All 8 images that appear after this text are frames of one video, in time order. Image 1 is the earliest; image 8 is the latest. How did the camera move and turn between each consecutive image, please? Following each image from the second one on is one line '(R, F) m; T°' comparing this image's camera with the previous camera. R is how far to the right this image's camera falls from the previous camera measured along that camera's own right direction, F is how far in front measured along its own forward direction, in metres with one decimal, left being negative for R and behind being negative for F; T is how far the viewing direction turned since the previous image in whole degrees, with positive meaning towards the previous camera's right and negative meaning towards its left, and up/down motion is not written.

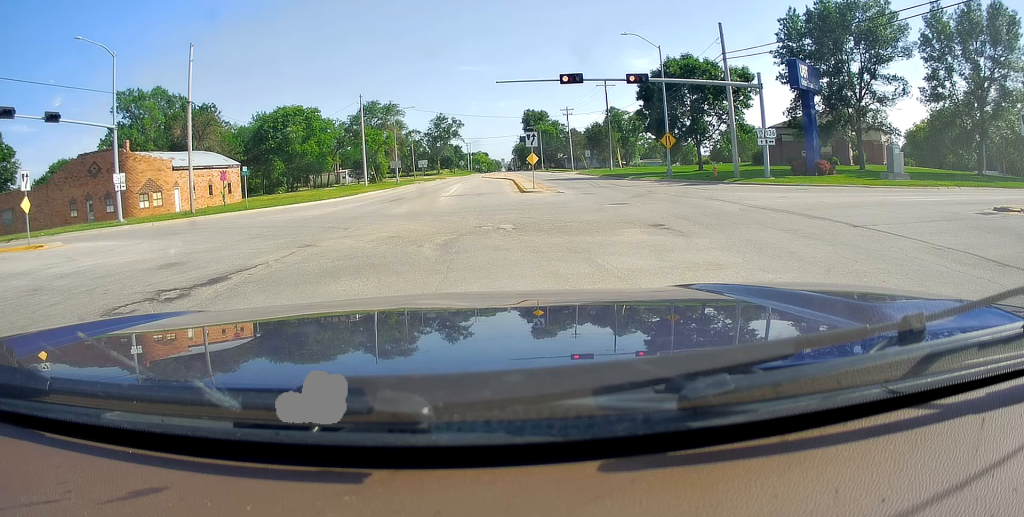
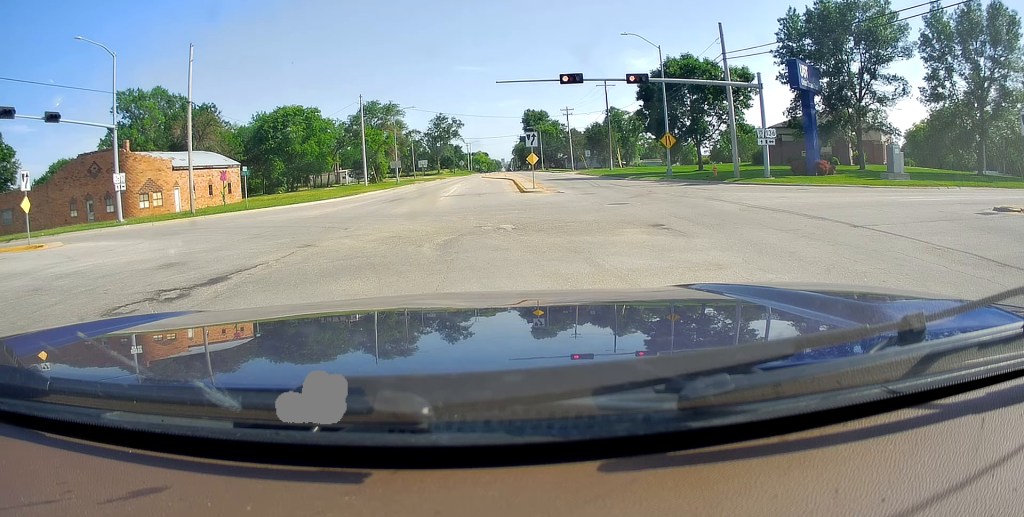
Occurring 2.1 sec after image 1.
(0.0, 0.0) m; 0°
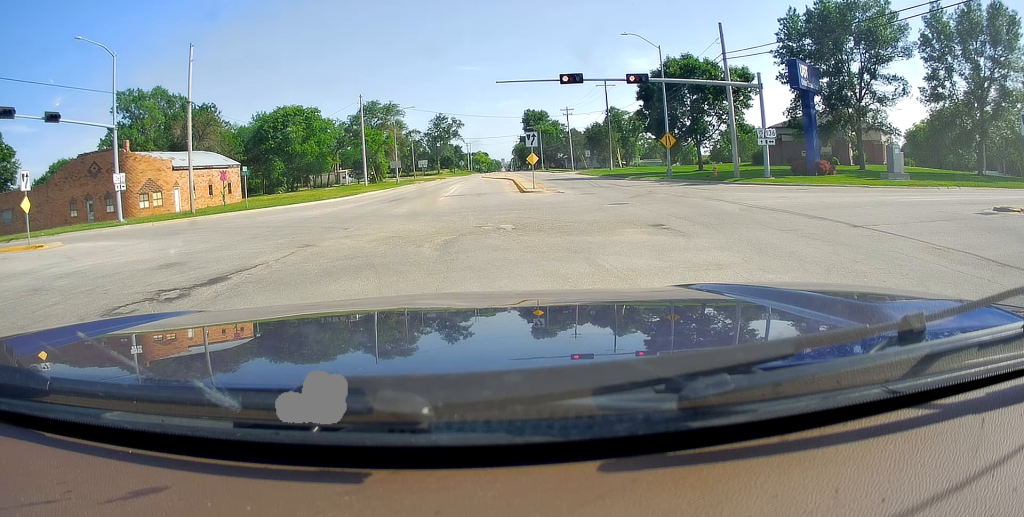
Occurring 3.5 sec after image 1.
(0.0, 0.0) m; 0°
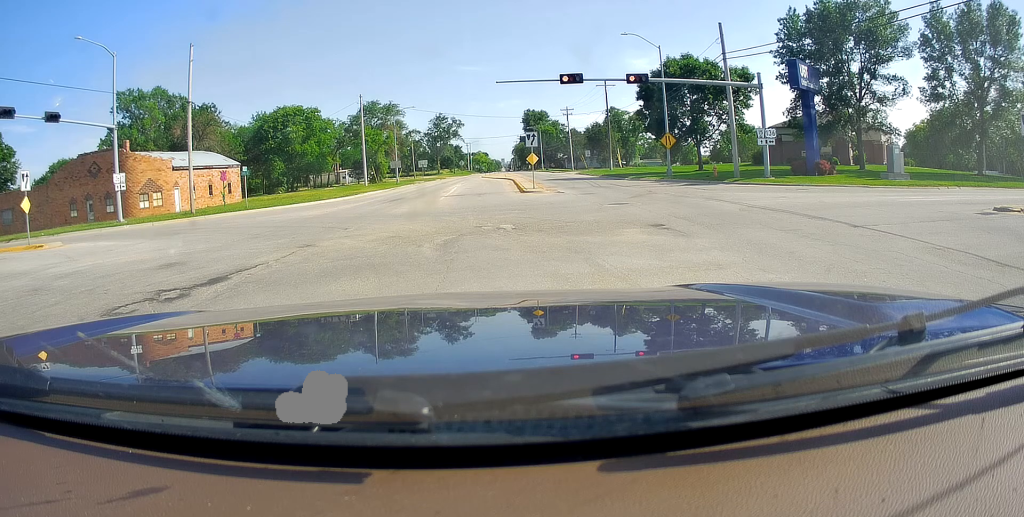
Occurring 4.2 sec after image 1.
(0.0, 0.0) m; 0°
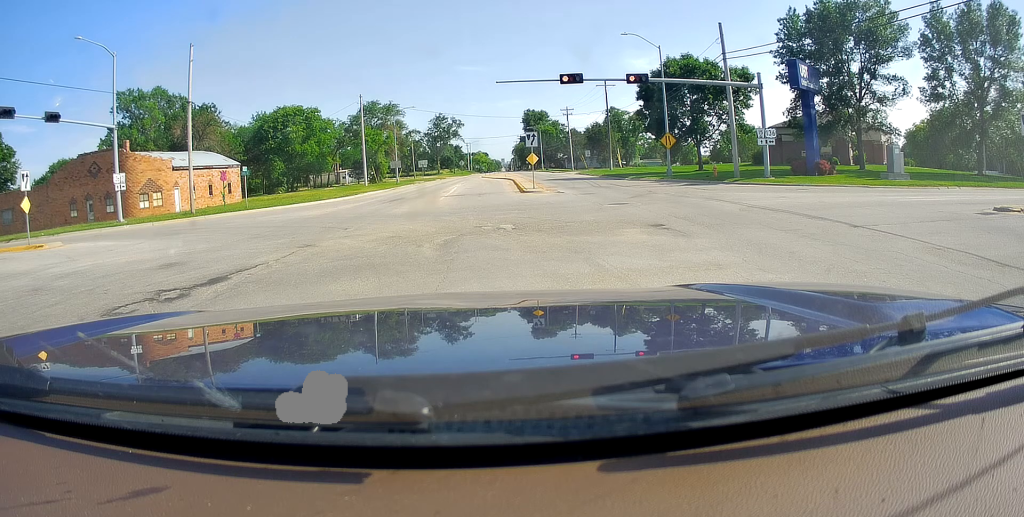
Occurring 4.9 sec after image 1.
(0.0, 0.0) m; 0°
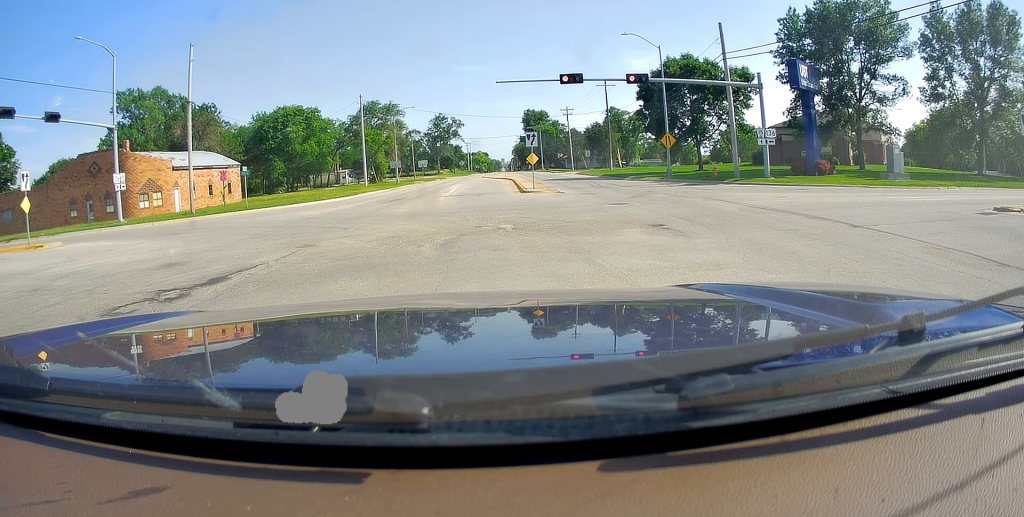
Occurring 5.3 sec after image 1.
(0.0, 0.0) m; 0°
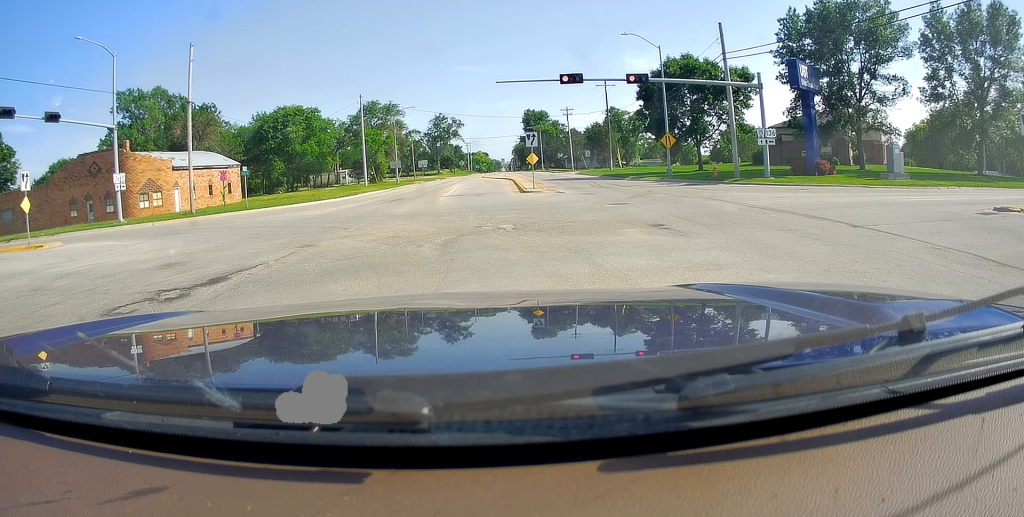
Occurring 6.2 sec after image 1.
(0.0, 0.0) m; 0°
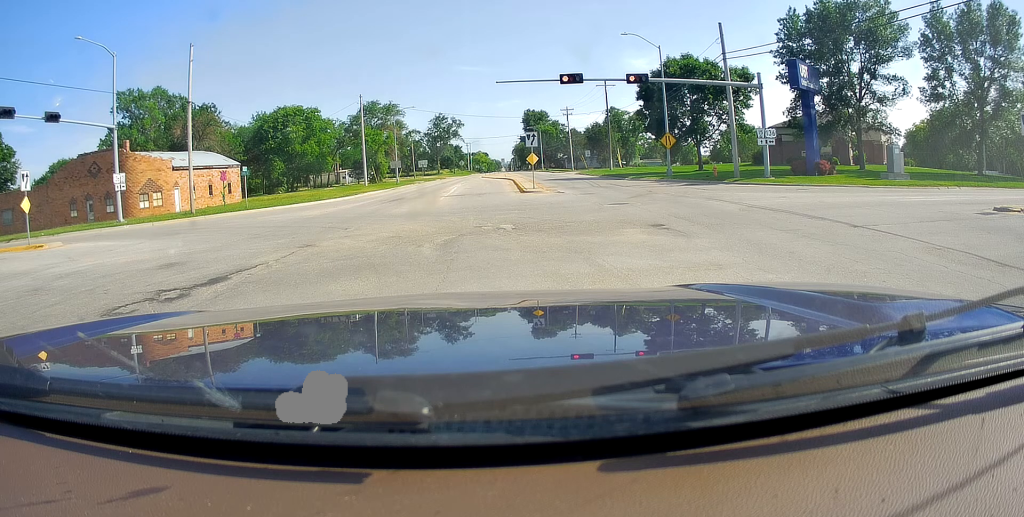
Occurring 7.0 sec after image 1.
(0.0, 0.0) m; 0°
